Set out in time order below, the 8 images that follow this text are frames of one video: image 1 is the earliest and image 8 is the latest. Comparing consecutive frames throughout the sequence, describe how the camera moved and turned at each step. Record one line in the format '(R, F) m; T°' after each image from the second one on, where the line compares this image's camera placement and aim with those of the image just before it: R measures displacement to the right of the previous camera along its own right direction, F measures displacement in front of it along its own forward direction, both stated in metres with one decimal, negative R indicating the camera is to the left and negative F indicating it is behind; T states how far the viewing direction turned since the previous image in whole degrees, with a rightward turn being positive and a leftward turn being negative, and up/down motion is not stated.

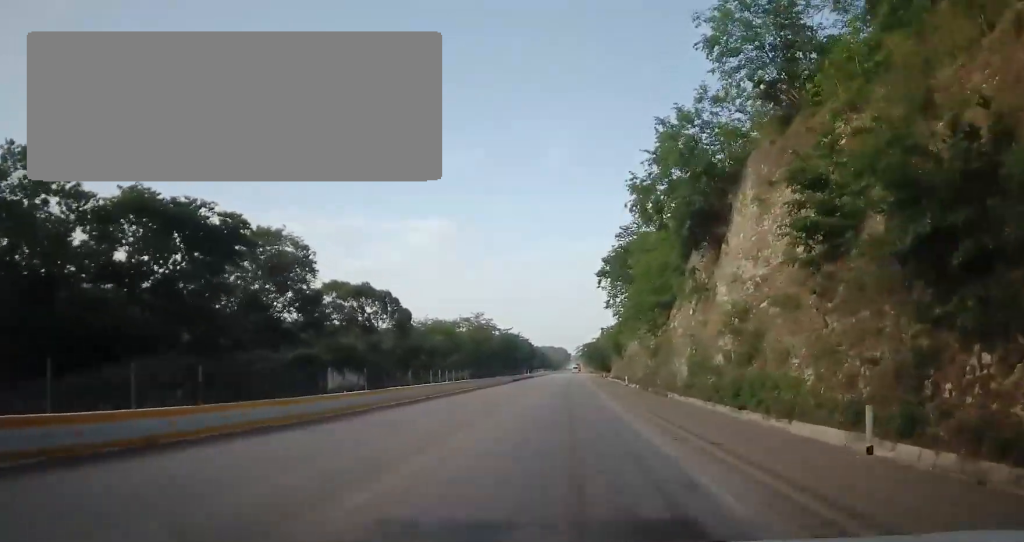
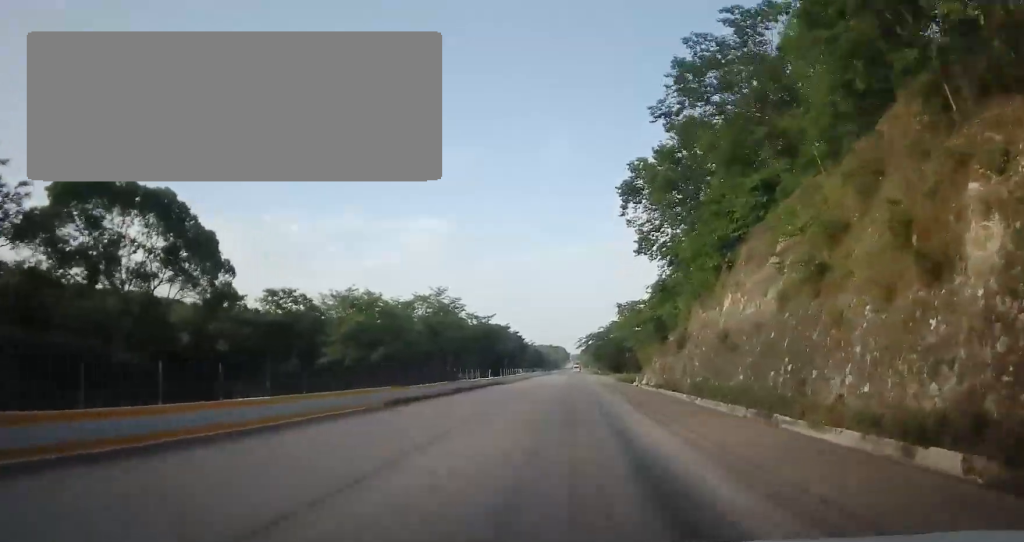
(-0.1, +44.4) m; +1°
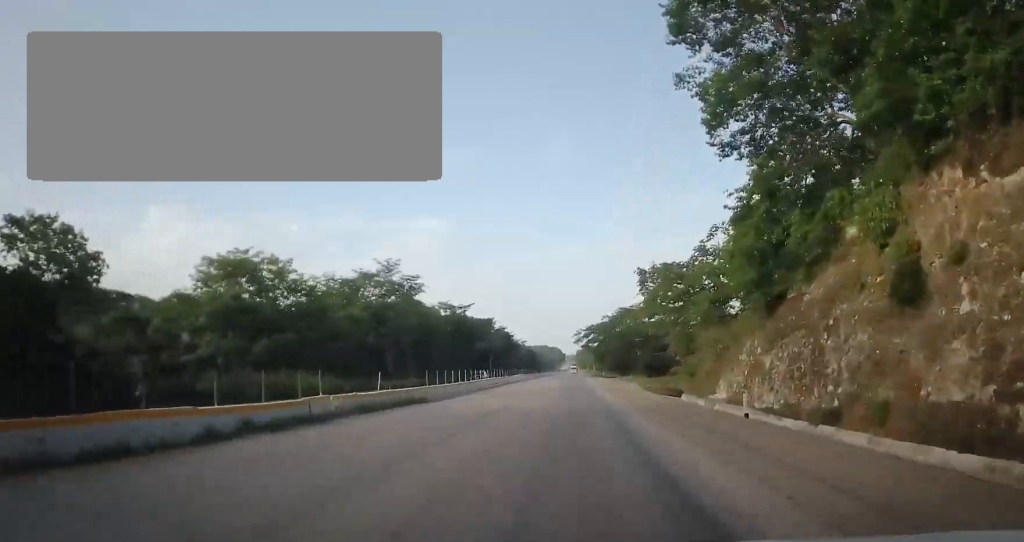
(+0.4, +28.0) m; 0°
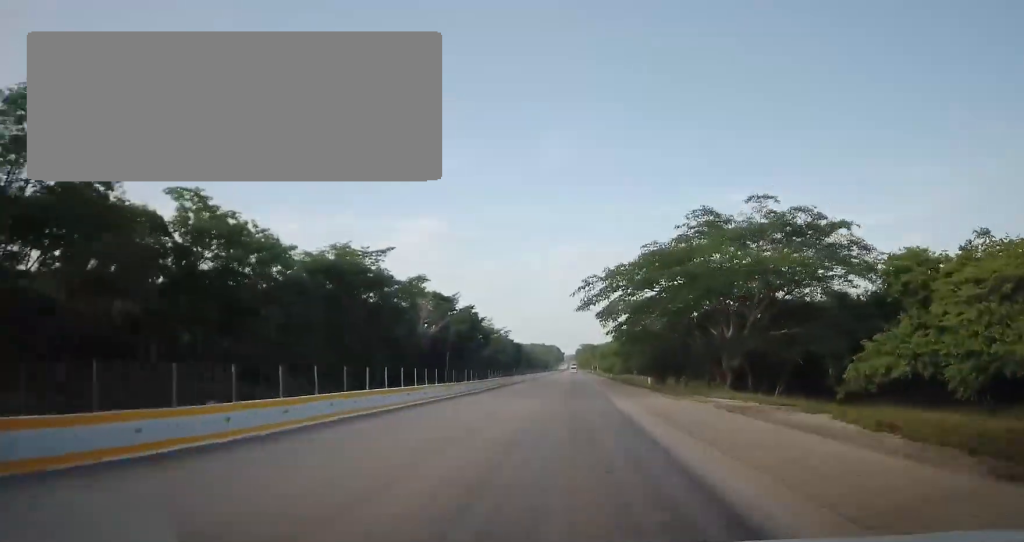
(-0.8, +56.4) m; -1°
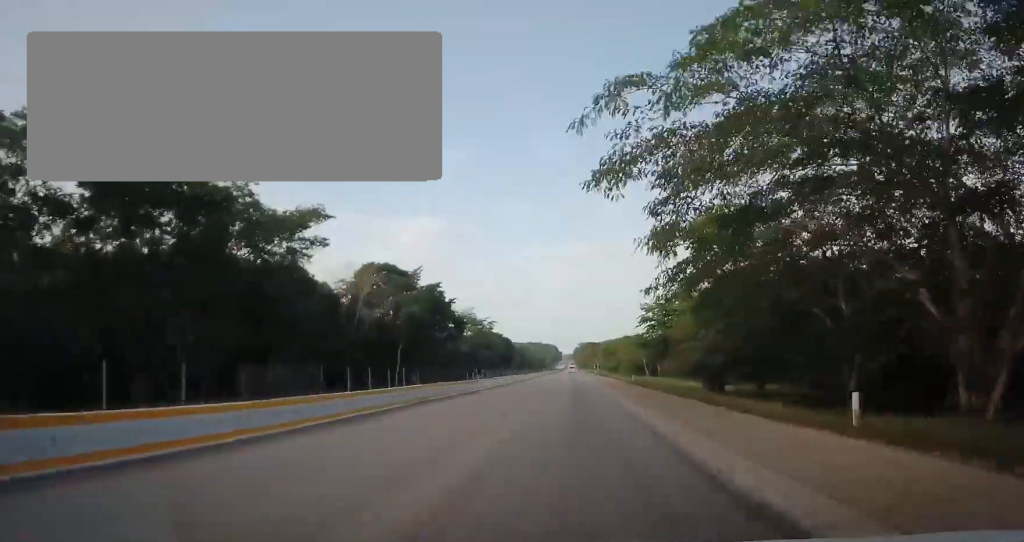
(0.0, +29.3) m; 0°
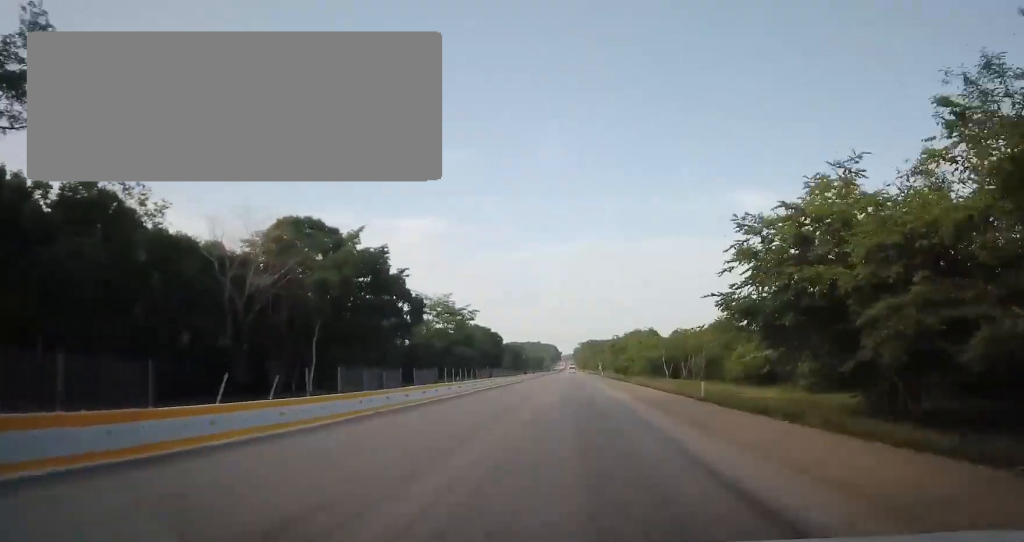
(0.0, +26.5) m; 0°
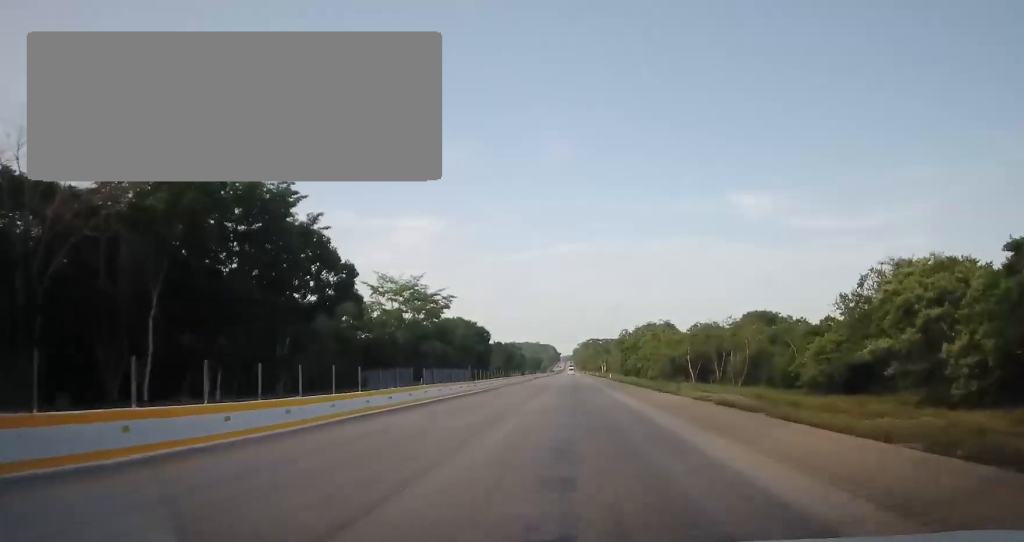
(-0.1, +22.2) m; +1°
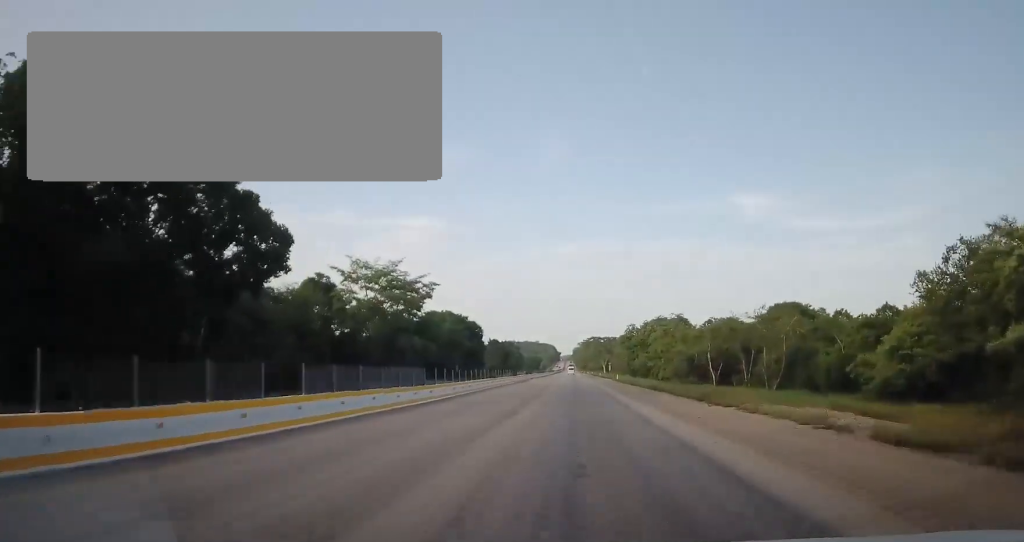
(+0.3, +11.7) m; 0°
